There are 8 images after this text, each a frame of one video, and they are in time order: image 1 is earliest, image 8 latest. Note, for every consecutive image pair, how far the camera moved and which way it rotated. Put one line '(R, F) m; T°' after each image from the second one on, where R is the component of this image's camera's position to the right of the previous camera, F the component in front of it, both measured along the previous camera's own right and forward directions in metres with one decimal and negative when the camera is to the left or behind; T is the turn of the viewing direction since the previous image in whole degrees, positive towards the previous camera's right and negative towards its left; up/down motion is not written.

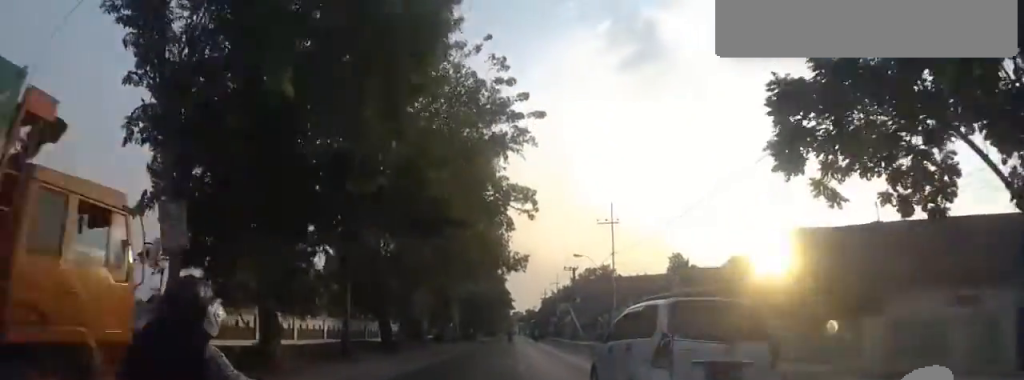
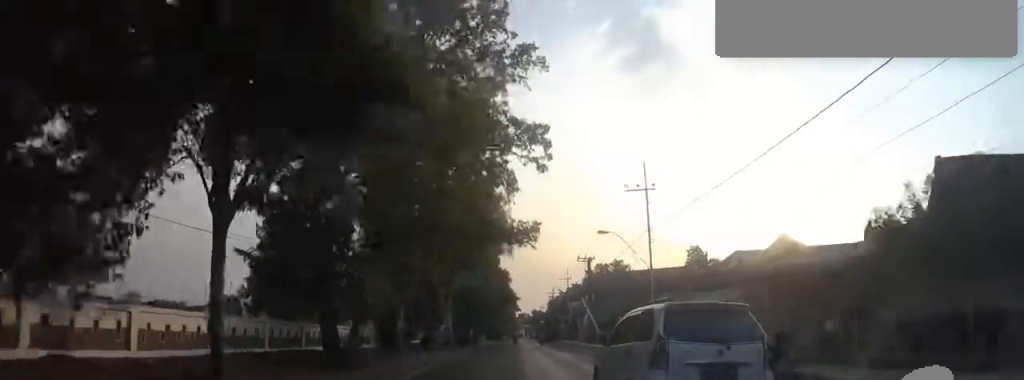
(+0.5, +8.7) m; 0°
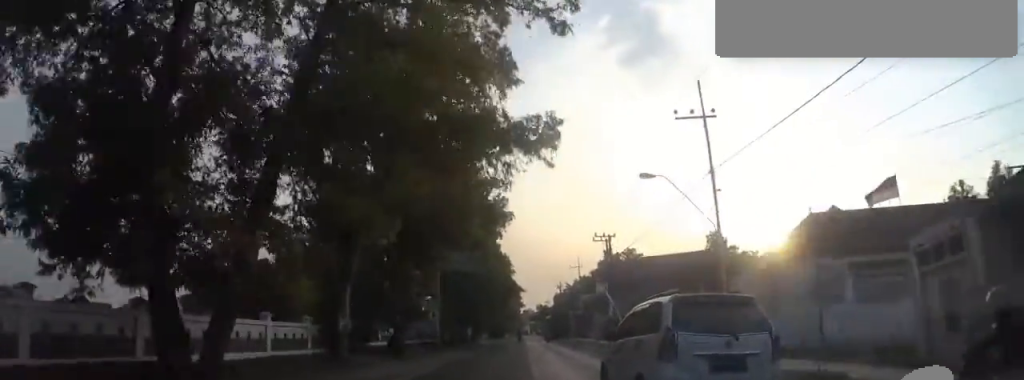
(-0.2, +9.2) m; -2°
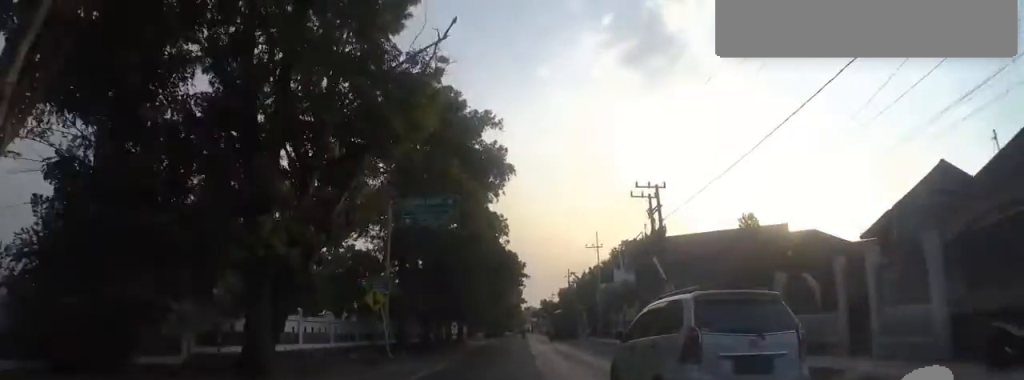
(-0.4, +13.9) m; +2°
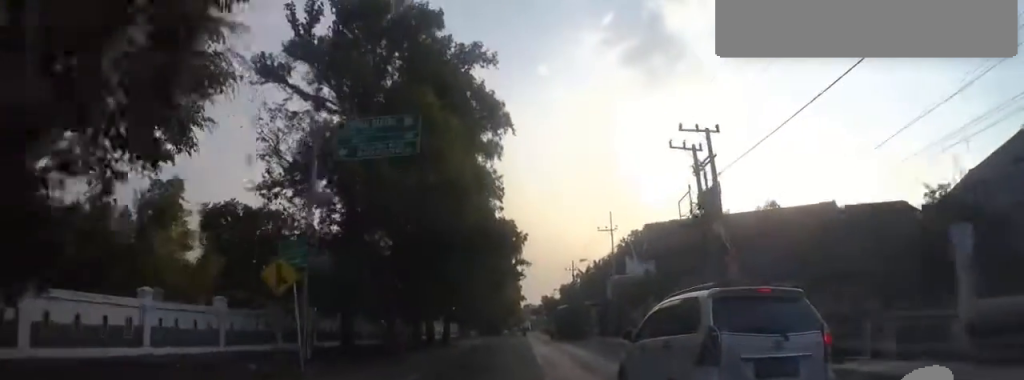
(0.0, +7.9) m; +3°
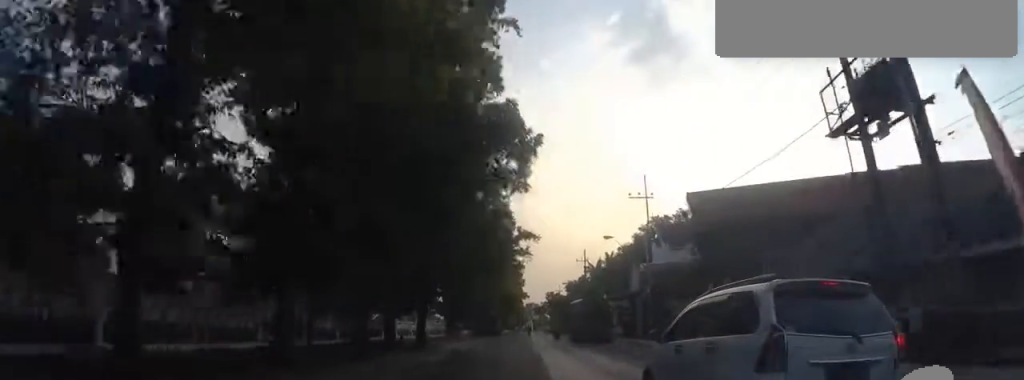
(+1.1, +10.4) m; 0°
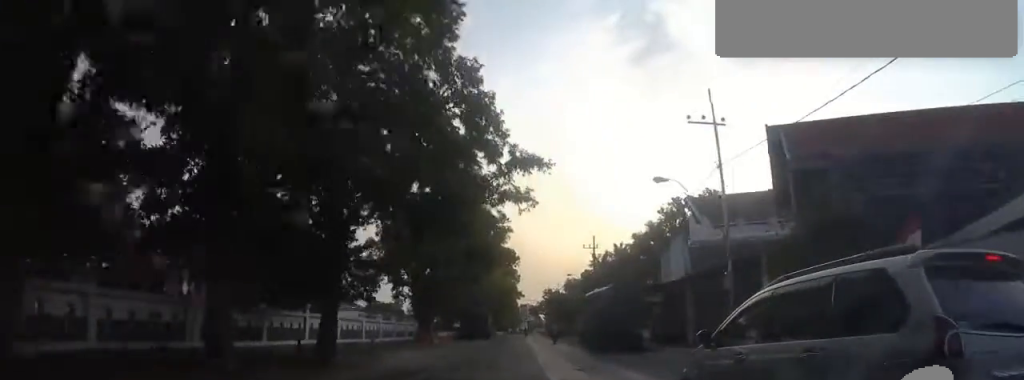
(-1.2, +12.2) m; 0°
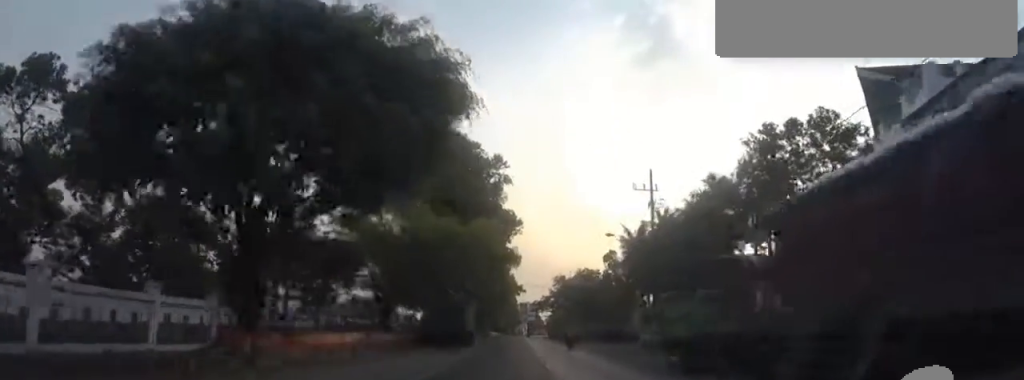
(+1.0, +23.6) m; +1°
